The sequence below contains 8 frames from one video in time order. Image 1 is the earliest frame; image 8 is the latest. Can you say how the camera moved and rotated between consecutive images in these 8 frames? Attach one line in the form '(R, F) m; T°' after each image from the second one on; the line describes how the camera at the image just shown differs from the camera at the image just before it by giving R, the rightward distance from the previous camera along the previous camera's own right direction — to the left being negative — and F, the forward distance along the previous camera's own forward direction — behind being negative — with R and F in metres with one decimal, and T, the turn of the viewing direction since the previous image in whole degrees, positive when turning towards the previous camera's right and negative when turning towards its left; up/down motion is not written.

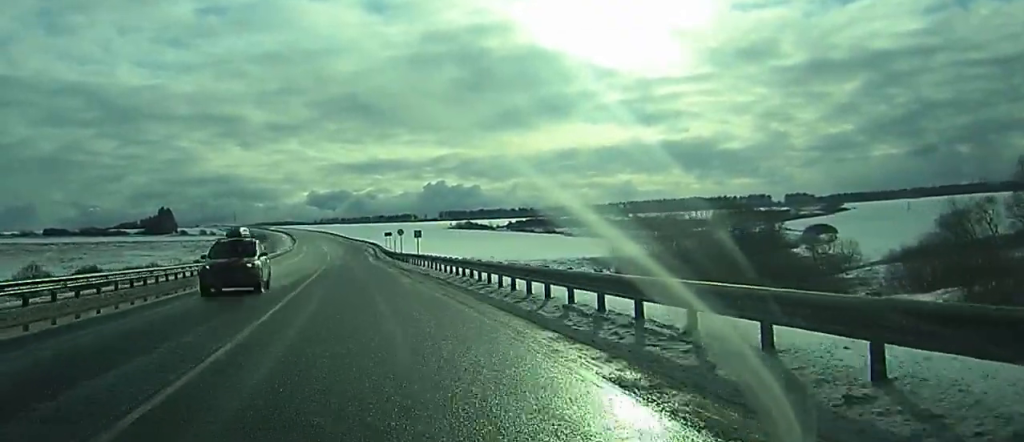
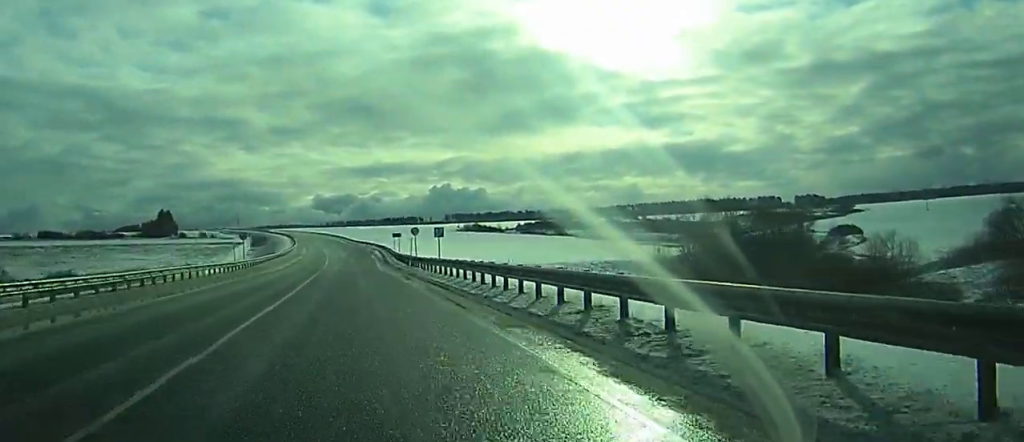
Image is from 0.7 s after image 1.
(0.0, +17.6) m; 0°
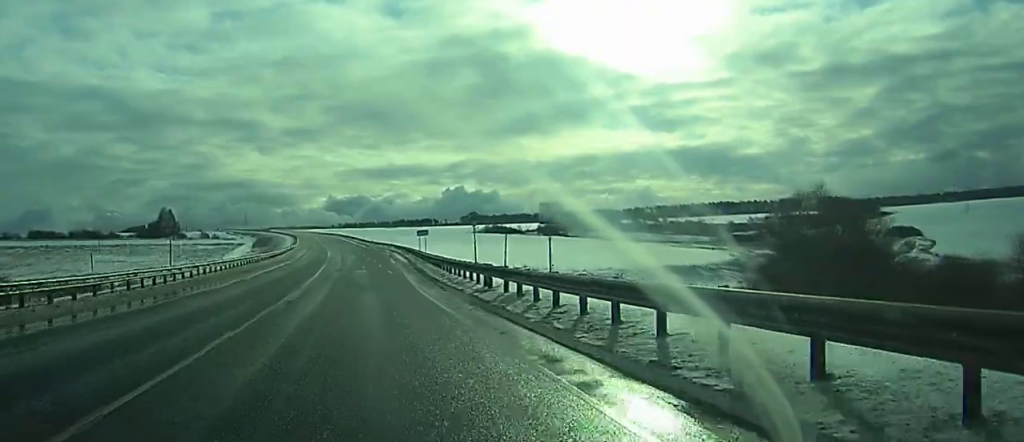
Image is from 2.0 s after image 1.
(-0.1, +34.5) m; 0°
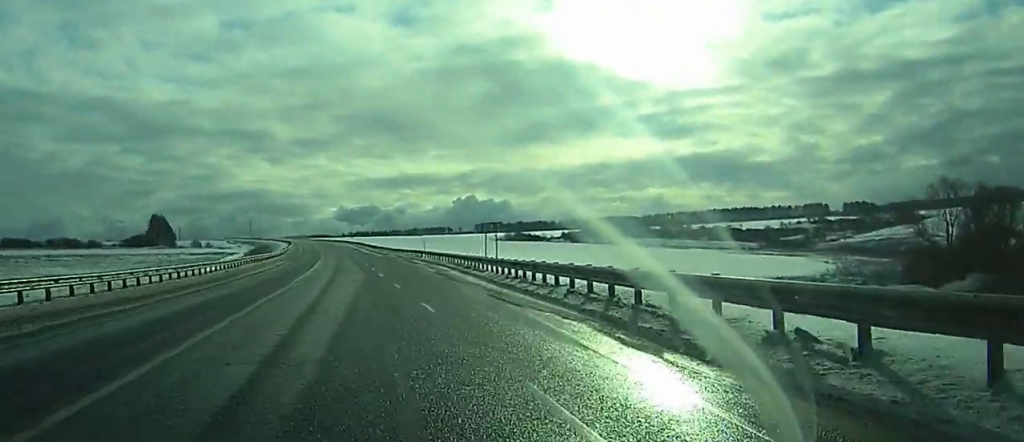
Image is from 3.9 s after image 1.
(-0.7, +51.7) m; -2°
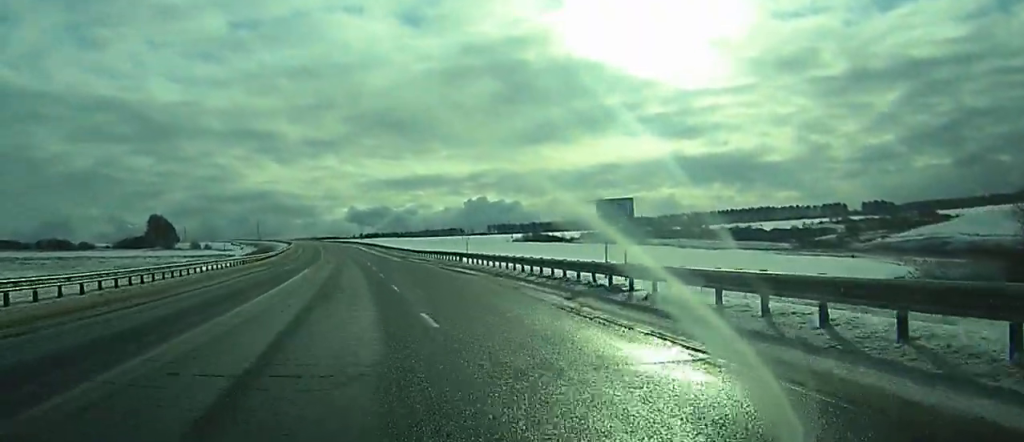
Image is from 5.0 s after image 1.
(-0.3, +26.5) m; -1°
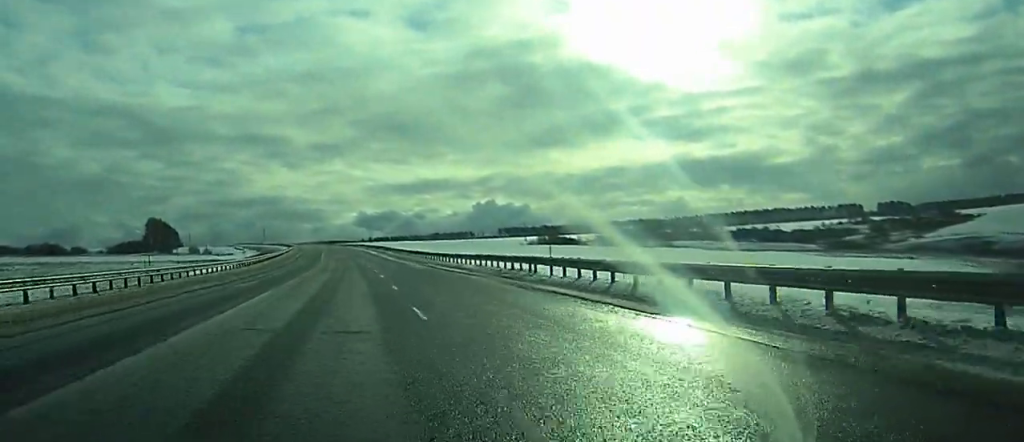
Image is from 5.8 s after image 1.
(-0.1, +22.2) m; 0°
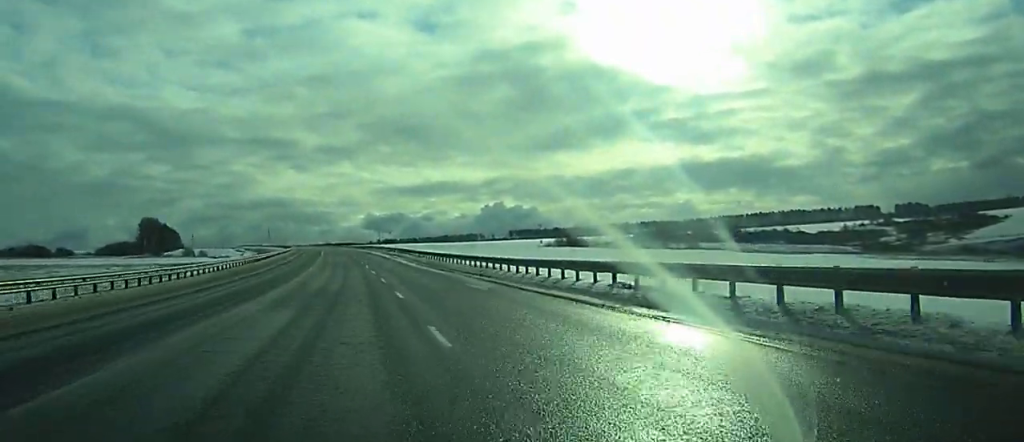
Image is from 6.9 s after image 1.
(+0.1, +27.4) m; 0°
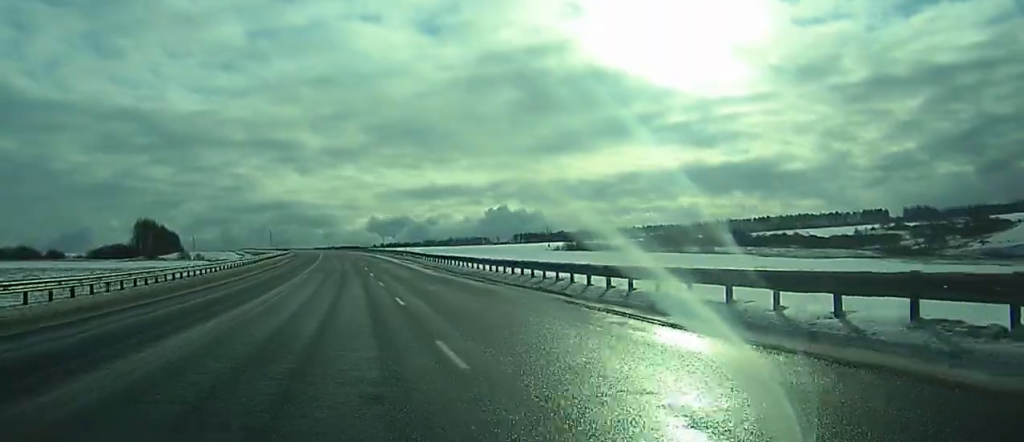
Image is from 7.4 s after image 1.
(+0.2, +13.8) m; -1°
